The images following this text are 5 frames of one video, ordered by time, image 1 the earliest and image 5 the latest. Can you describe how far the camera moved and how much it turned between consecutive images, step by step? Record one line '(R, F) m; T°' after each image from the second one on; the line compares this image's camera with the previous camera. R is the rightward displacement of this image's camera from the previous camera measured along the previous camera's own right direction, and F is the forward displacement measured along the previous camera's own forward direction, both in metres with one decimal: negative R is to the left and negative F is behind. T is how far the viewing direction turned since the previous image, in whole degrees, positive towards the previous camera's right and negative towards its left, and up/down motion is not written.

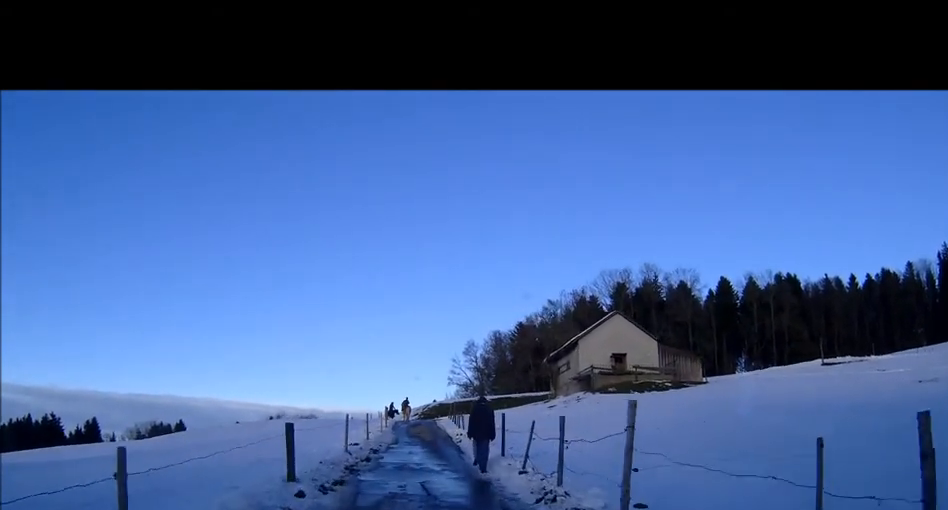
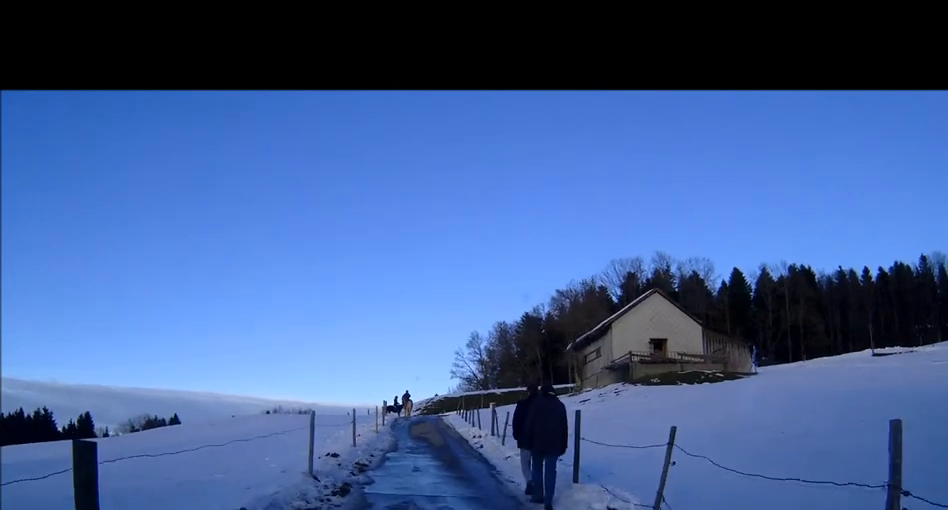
(0.0, +7.7) m; 0°
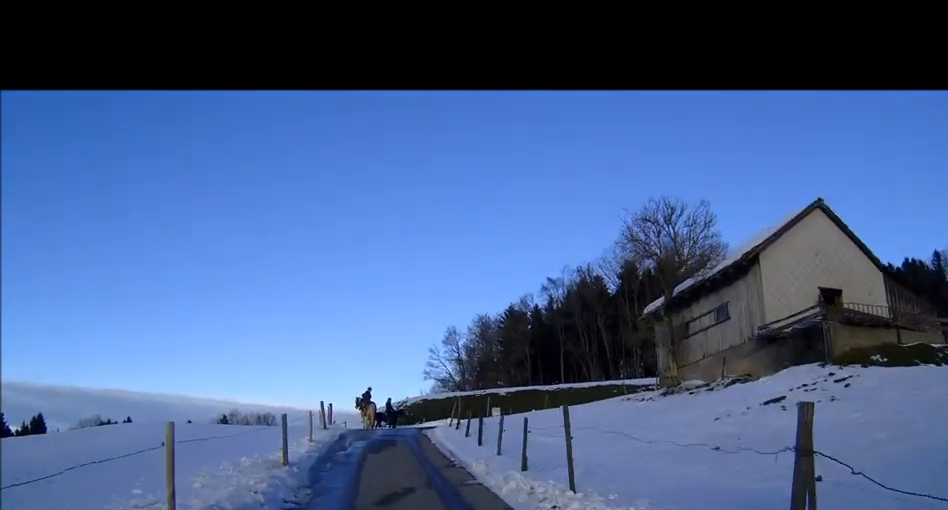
(+0.3, +20.5) m; +1°
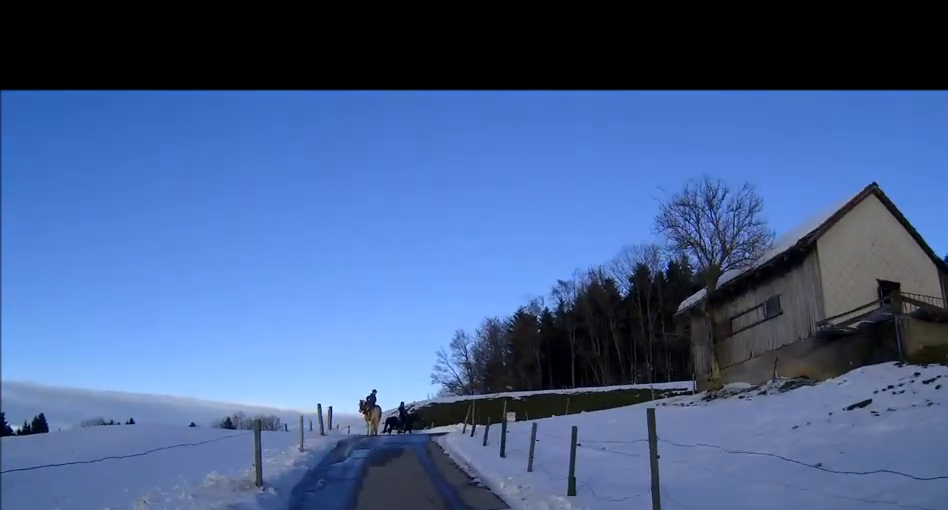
(0.0, +2.9) m; 0°
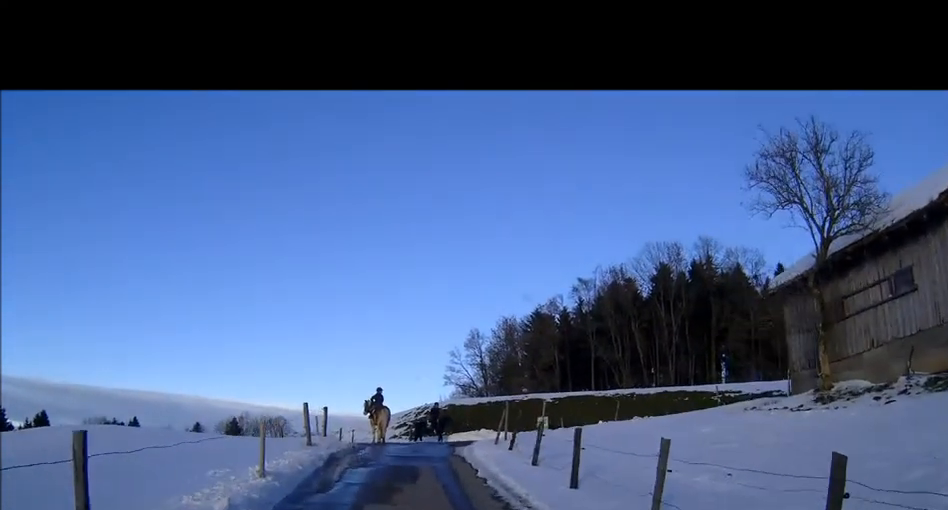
(0.0, +5.8) m; 0°
